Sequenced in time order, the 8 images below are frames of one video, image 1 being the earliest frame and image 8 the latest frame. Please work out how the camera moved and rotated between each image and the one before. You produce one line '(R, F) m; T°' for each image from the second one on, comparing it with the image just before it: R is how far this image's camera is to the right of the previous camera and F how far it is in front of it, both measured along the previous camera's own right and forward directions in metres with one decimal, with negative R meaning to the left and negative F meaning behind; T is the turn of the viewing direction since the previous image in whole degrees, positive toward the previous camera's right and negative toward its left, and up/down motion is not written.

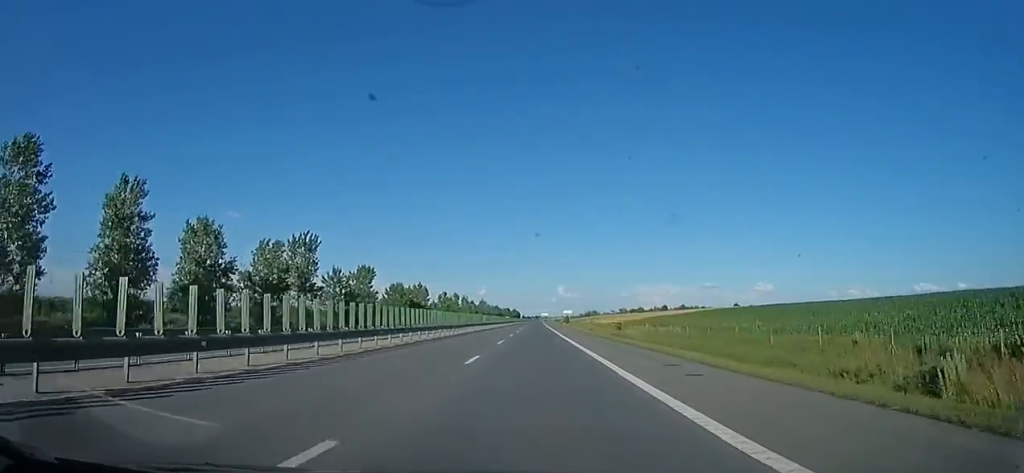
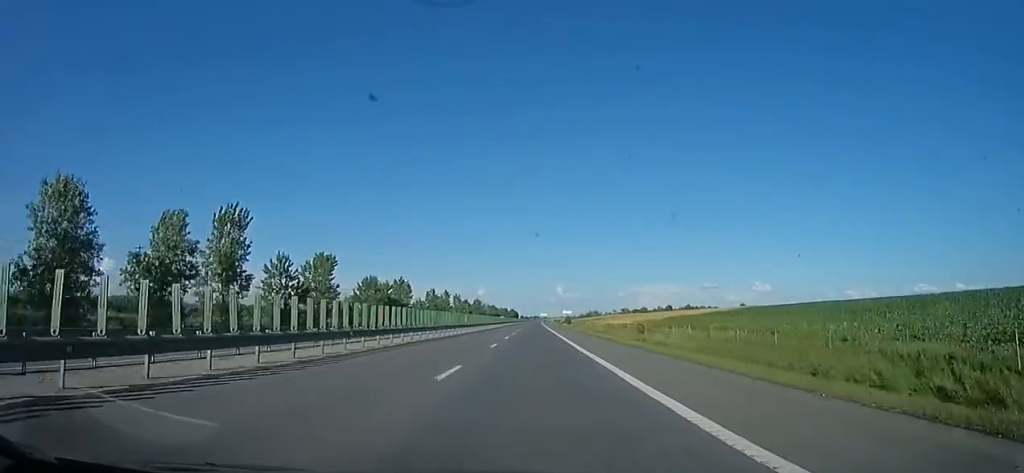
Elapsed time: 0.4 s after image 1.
(-0.7, +15.4) m; -1°
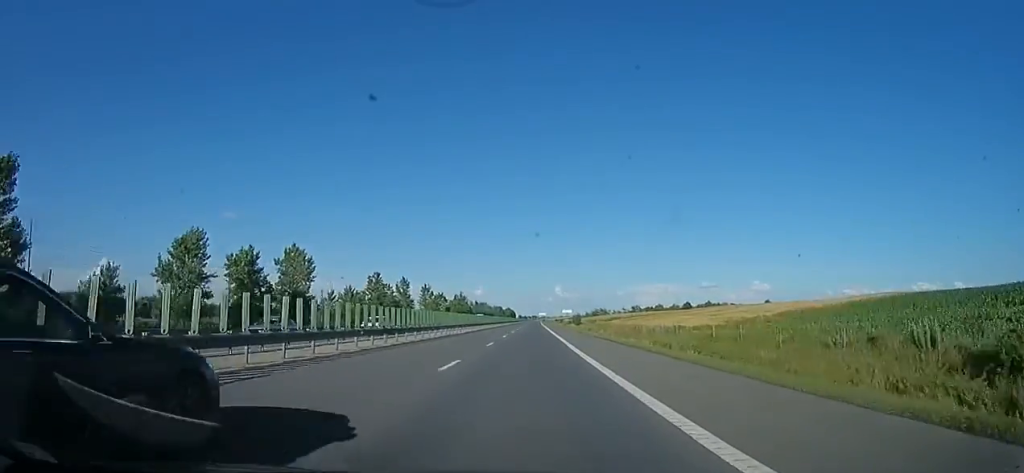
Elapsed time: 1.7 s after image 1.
(-1.0, +46.3) m; +1°
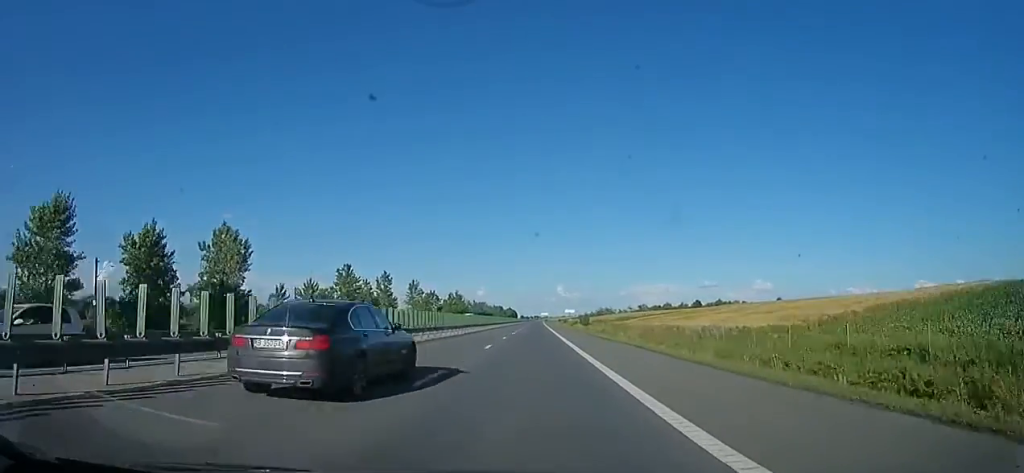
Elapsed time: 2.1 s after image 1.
(0.0, +14.8) m; +1°
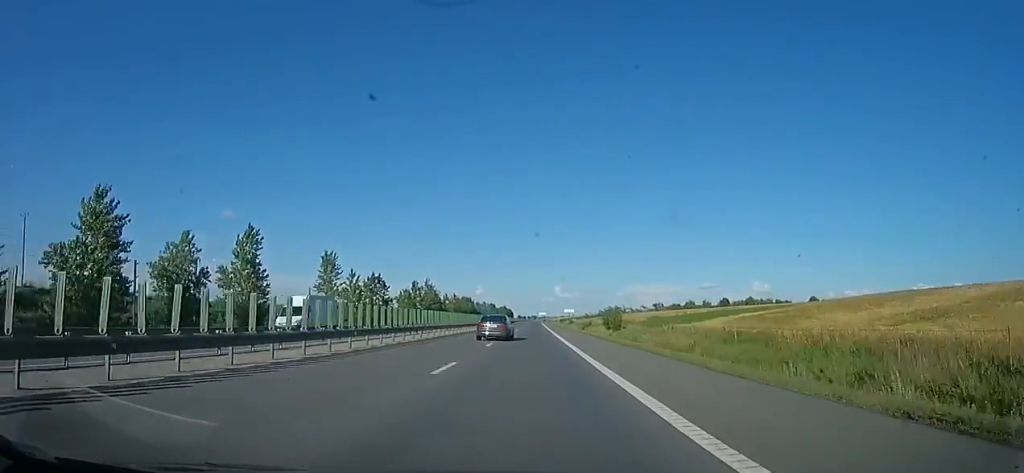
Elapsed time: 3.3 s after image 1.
(+0.6, +46.0) m; 0°
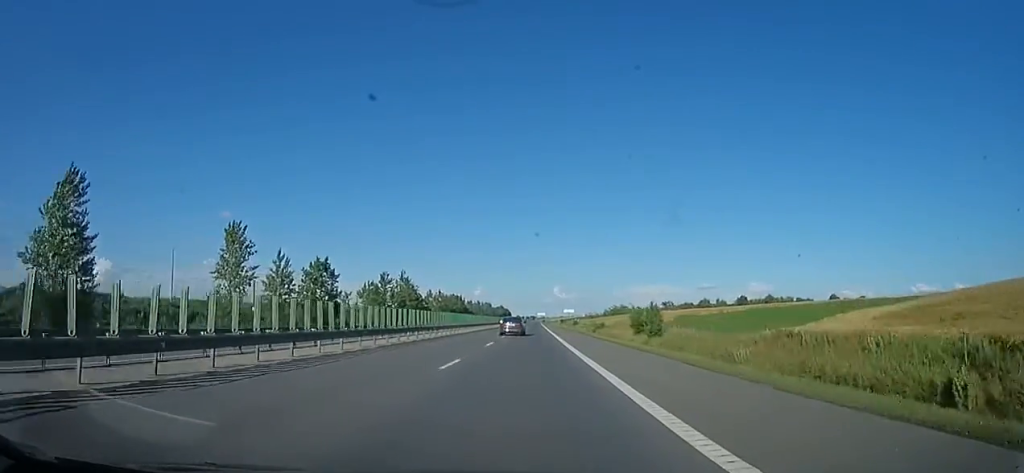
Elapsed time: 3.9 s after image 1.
(-1.0, +22.6) m; 0°
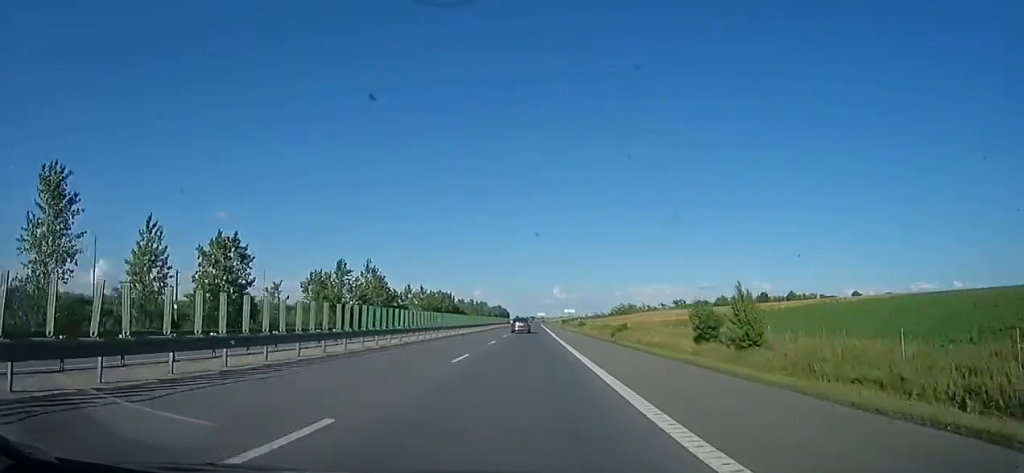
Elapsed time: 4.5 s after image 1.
(+0.9, +21.3) m; 0°
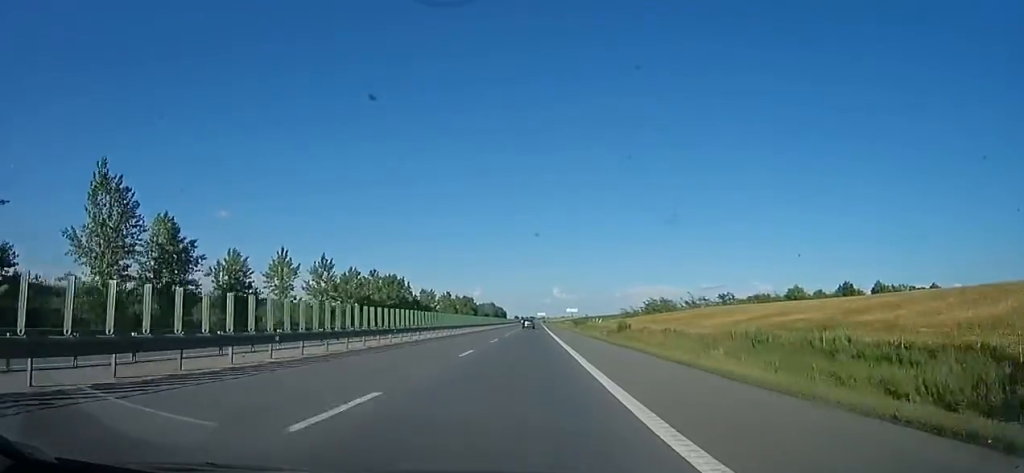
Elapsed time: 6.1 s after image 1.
(-0.6, +57.3) m; 0°
